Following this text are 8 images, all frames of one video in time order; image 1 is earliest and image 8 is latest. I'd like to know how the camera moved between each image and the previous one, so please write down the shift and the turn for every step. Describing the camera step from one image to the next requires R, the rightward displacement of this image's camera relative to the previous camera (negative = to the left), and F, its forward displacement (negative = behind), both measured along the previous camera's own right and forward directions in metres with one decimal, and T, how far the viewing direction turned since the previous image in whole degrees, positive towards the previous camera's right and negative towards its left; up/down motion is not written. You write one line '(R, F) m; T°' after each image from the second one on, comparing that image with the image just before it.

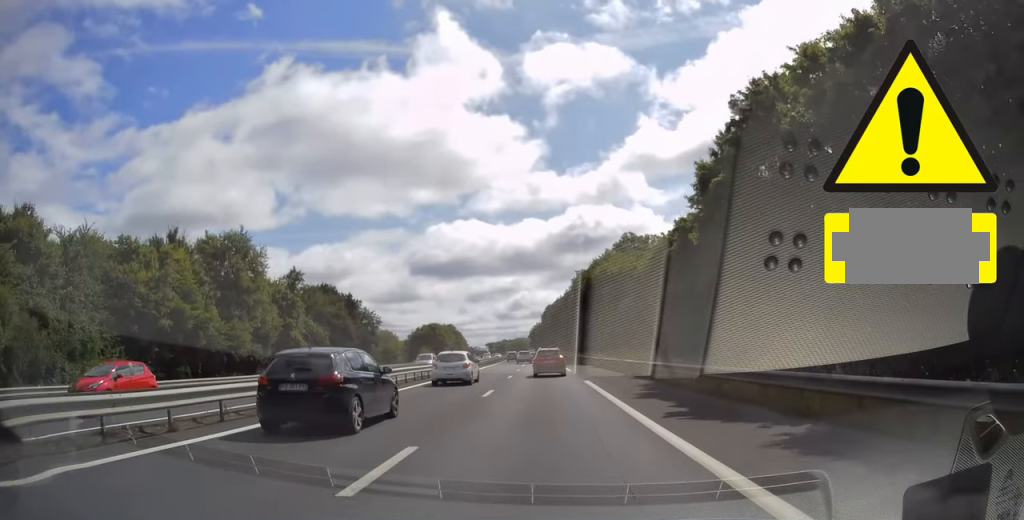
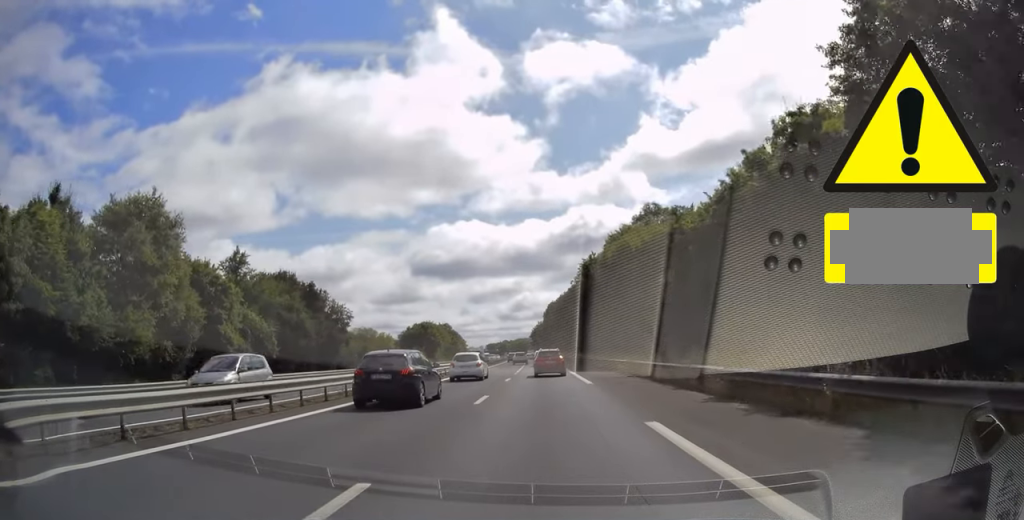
(+0.2, +15.3) m; 0°
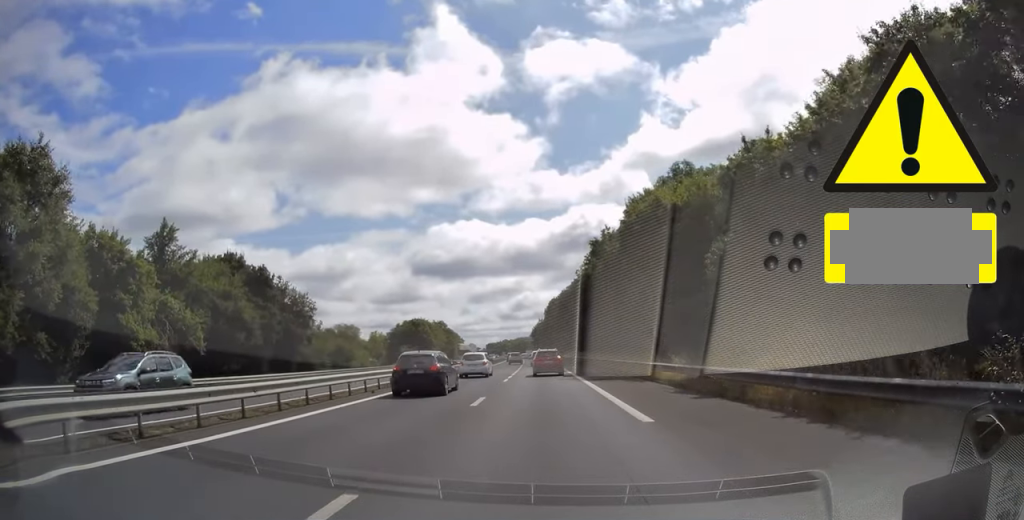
(-0.2, +13.4) m; -1°
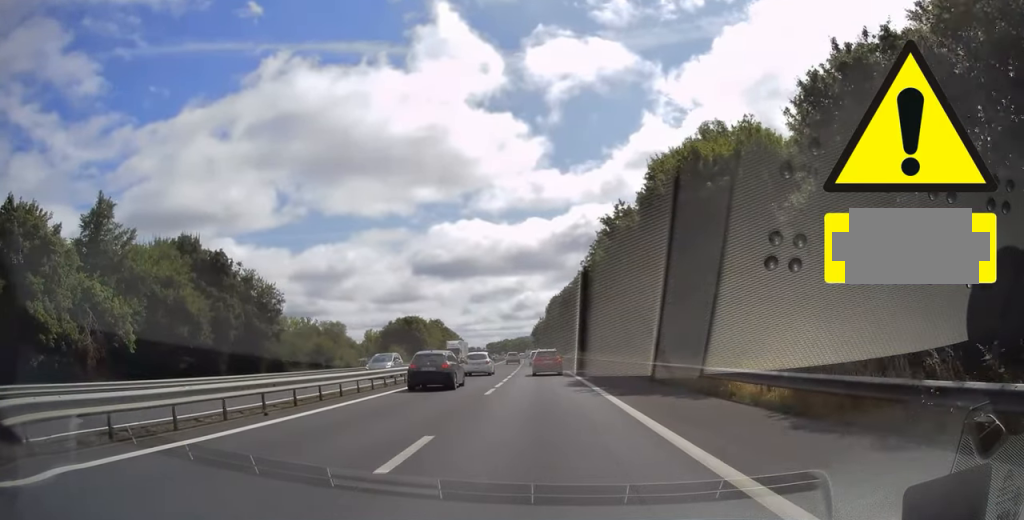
(0.0, +8.8) m; 0°
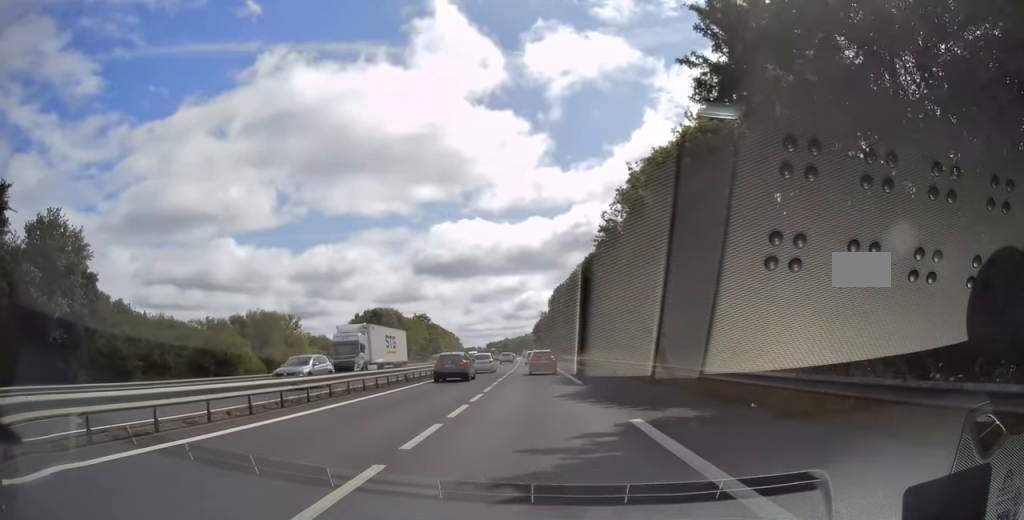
(0.0, +28.0) m; 0°
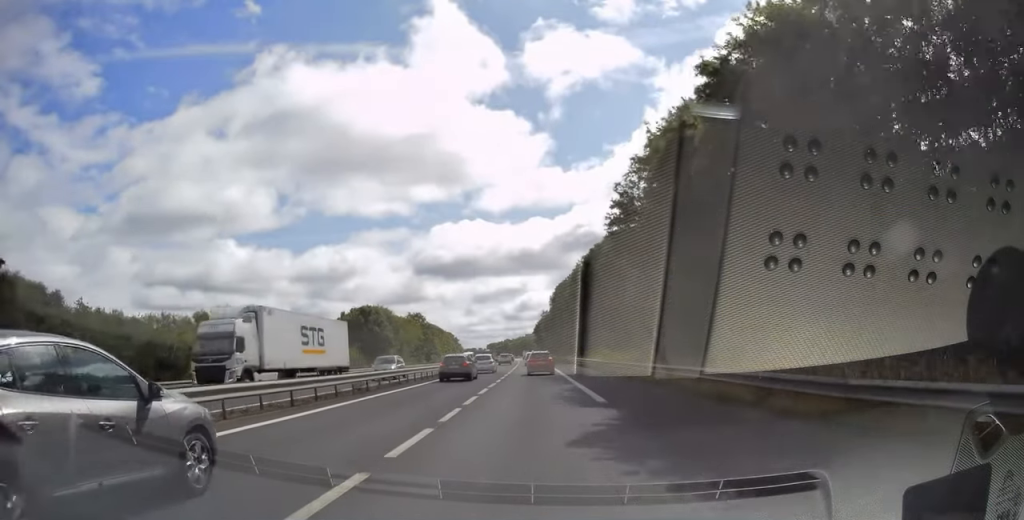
(0.0, +8.9) m; 0°
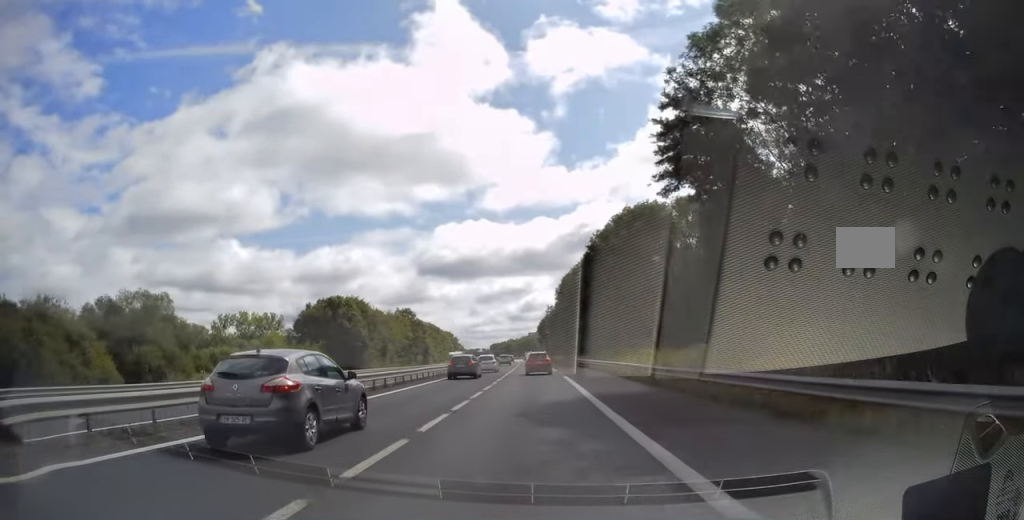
(+0.1, +18.2) m; 0°
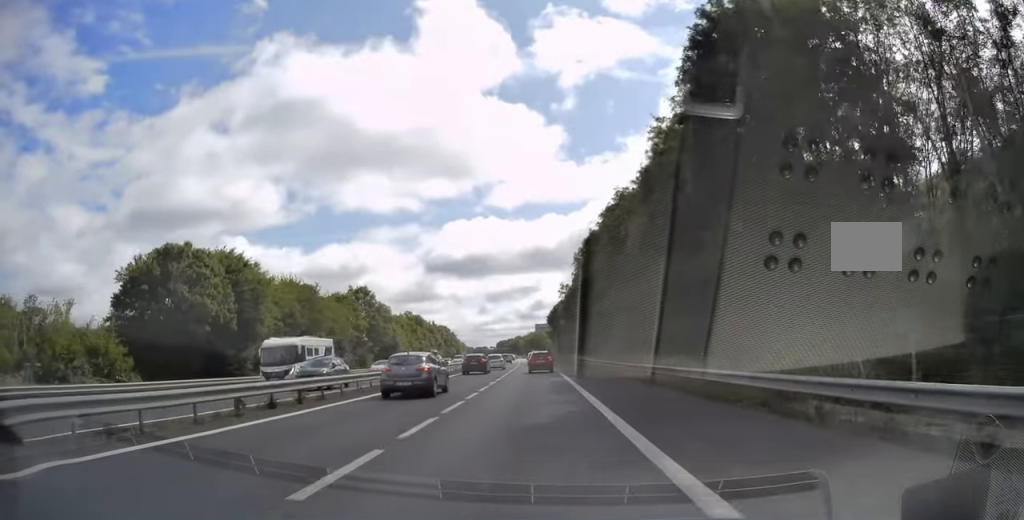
(-0.6, +43.8) m; -2°
